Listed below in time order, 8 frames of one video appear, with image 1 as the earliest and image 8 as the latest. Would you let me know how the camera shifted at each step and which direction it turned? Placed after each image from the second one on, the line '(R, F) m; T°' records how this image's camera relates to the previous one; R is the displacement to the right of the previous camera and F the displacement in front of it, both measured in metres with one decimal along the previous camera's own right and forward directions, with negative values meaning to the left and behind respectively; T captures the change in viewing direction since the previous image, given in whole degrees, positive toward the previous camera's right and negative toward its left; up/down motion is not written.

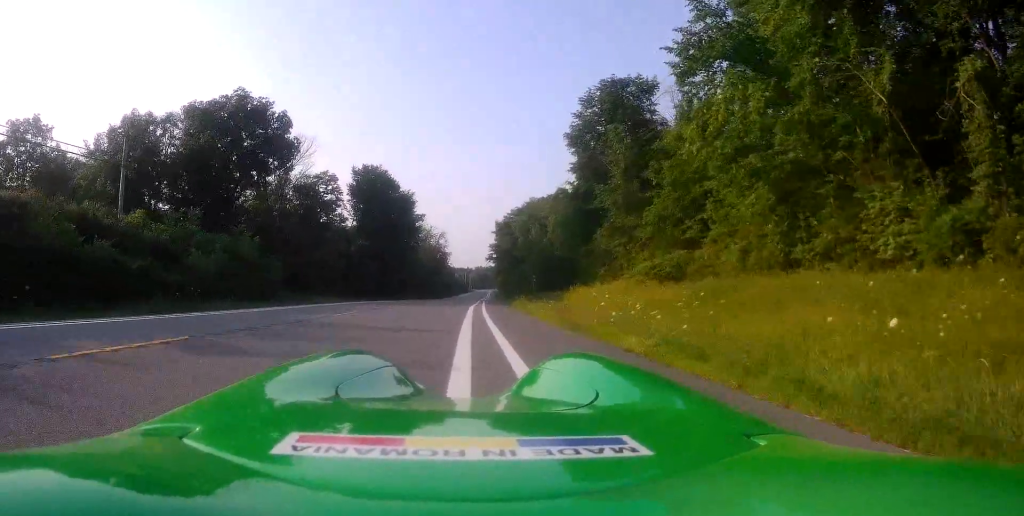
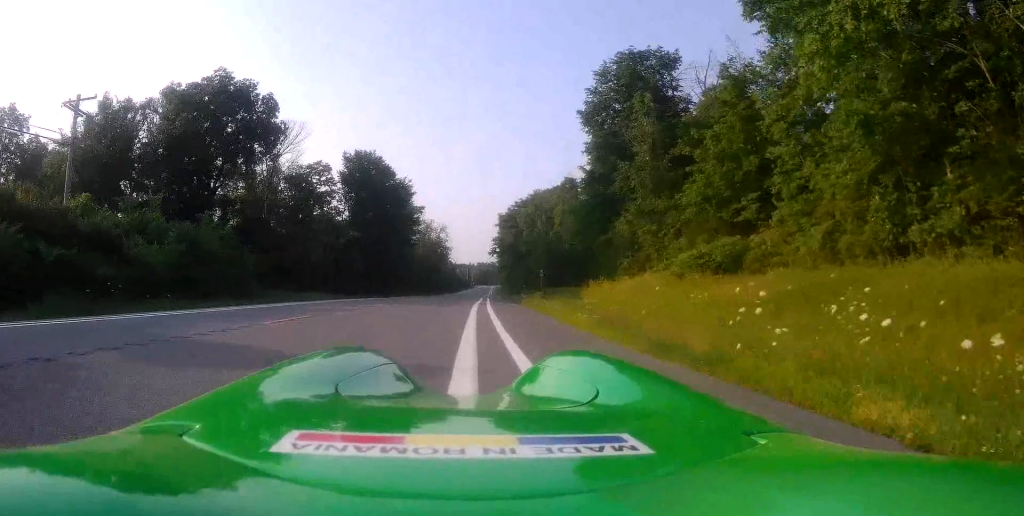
(0.0, +6.0) m; 0°
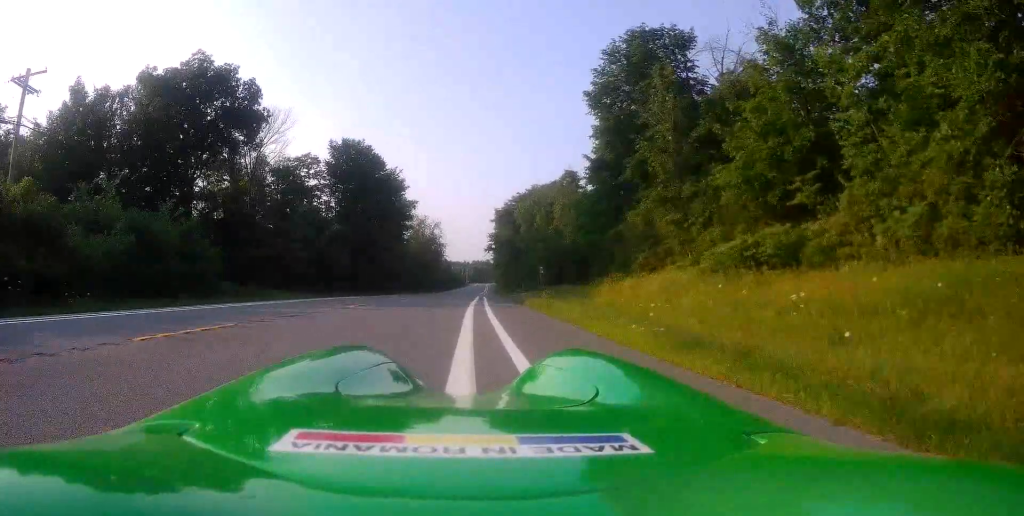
(0.0, +4.3) m; -1°
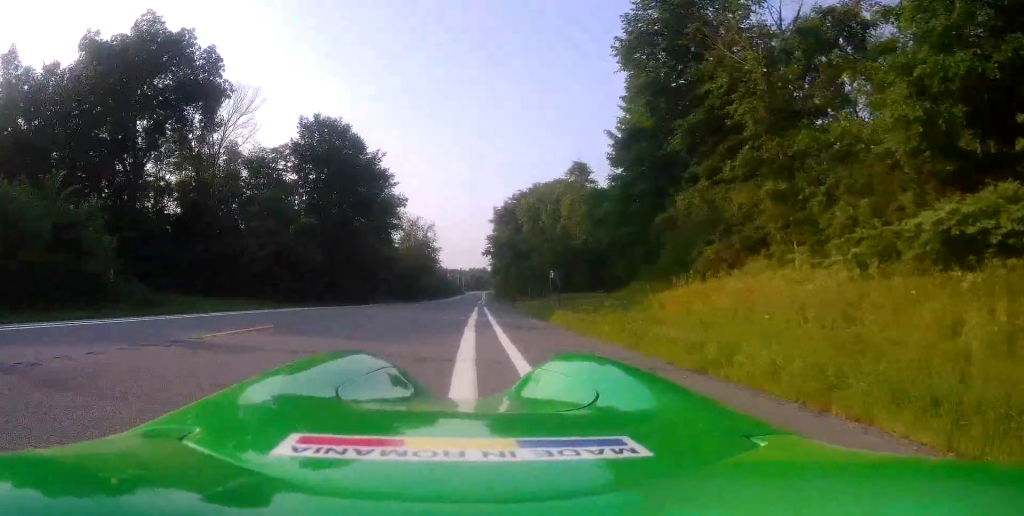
(-0.2, +9.9) m; 0°
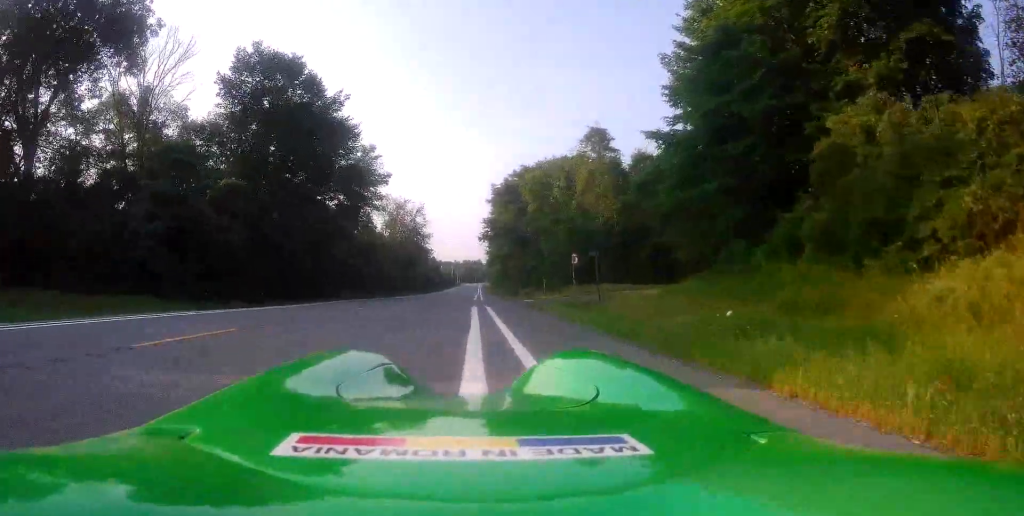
(+0.3, +13.7) m; +2°
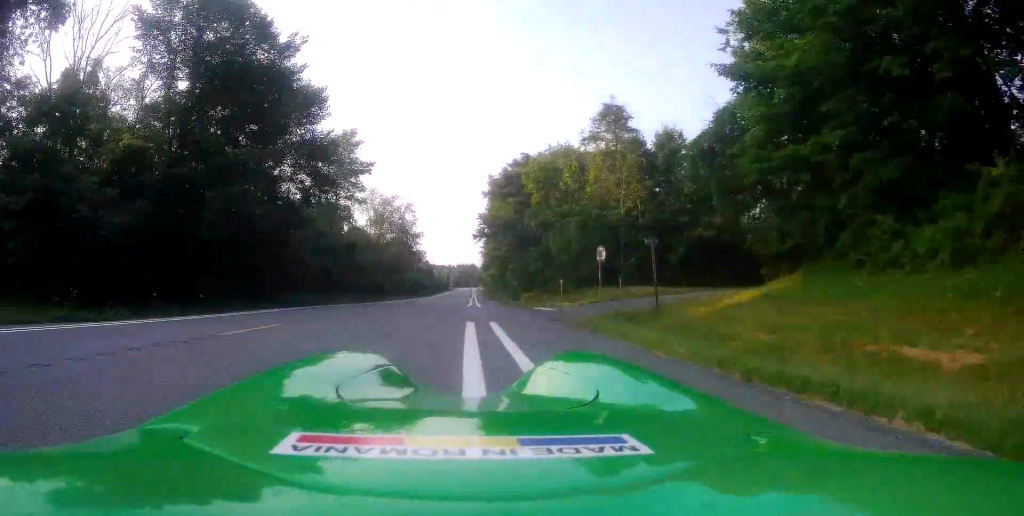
(0.0, +9.5) m; -1°
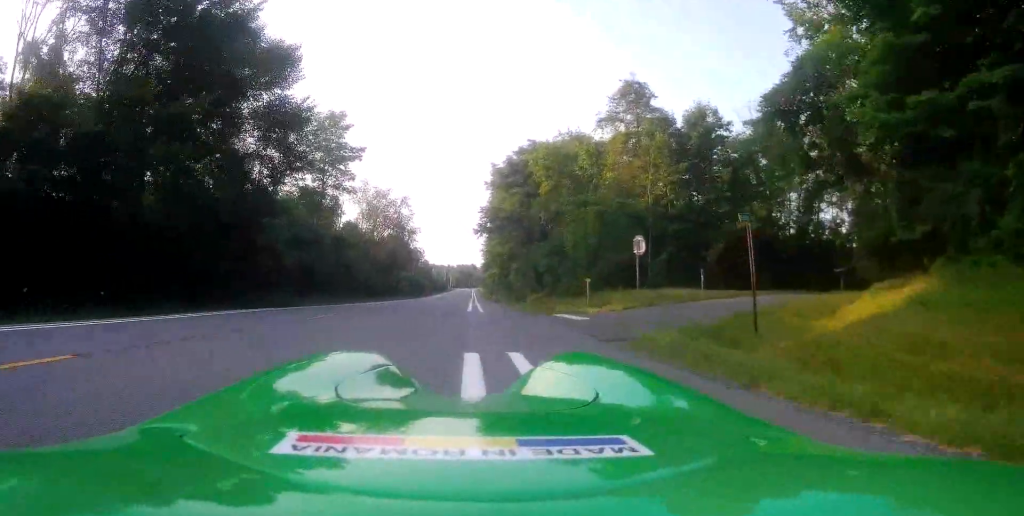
(-0.1, +6.5) m; -1°
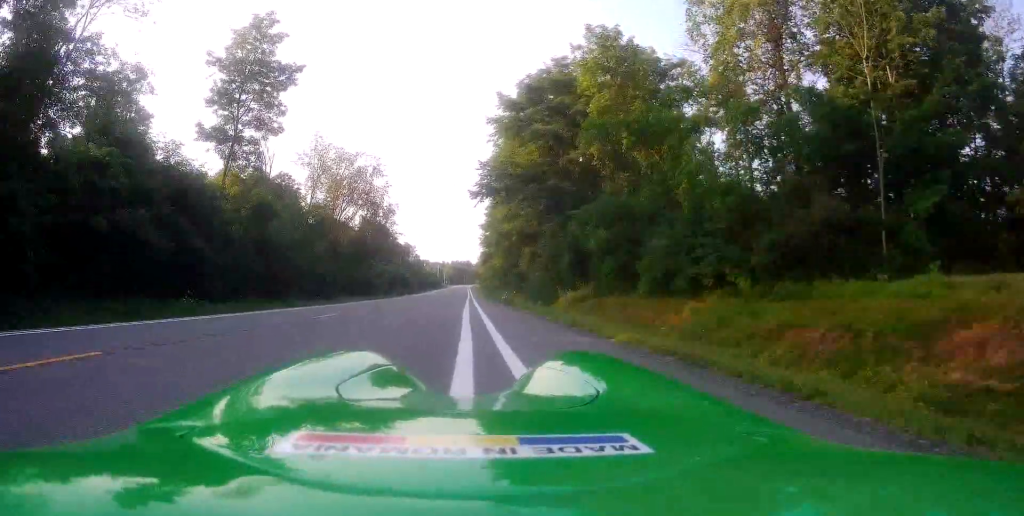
(-0.1, +22.9) m; +2°
